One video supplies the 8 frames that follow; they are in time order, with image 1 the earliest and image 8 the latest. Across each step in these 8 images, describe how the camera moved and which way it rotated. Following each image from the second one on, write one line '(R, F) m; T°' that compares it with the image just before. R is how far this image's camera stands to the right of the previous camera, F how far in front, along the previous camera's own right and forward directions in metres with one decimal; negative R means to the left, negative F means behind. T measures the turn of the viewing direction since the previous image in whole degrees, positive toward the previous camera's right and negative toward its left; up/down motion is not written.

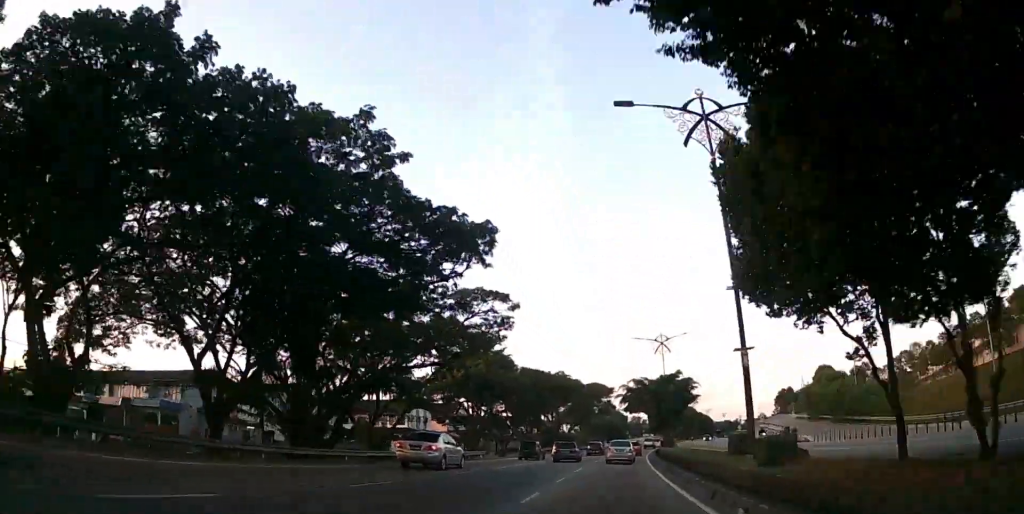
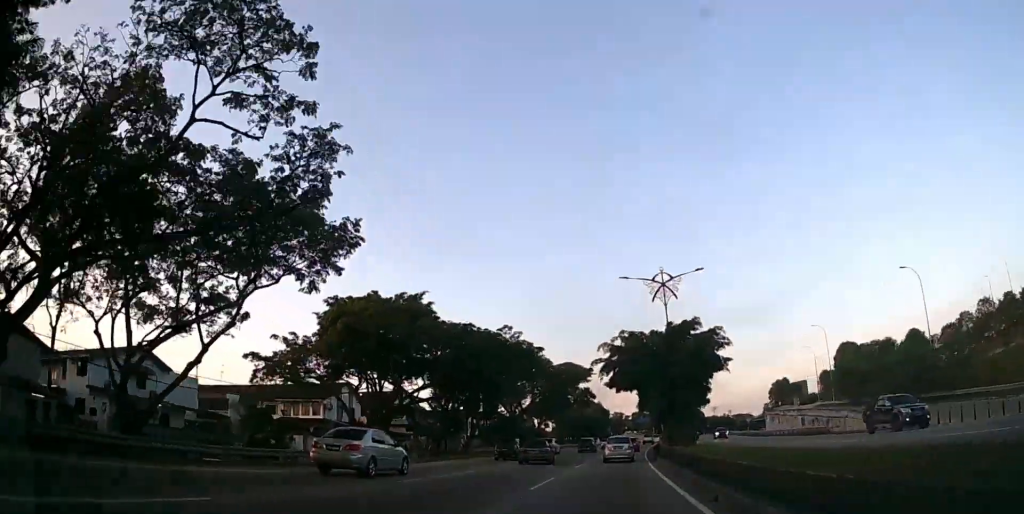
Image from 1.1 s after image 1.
(+0.3, +22.8) m; +2°
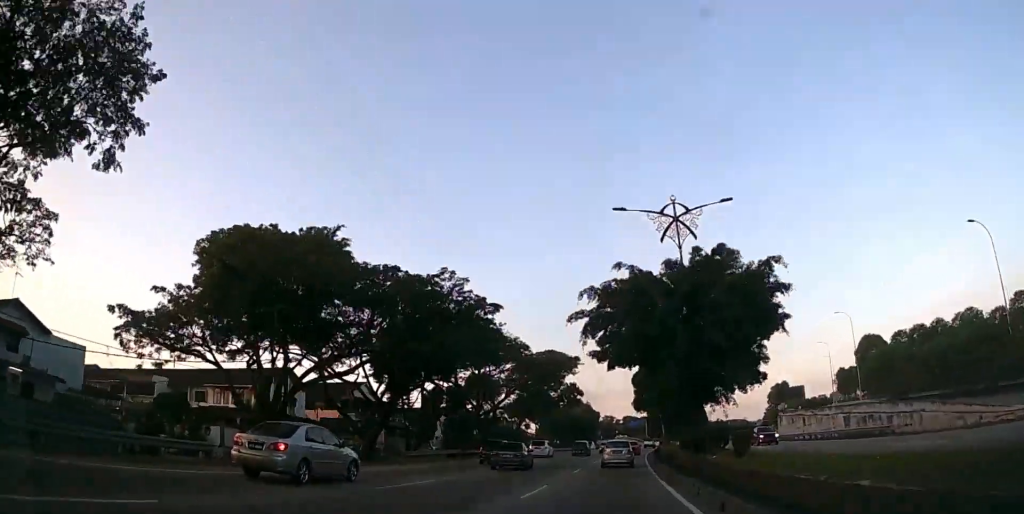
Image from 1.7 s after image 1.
(+0.2, +13.5) m; +2°
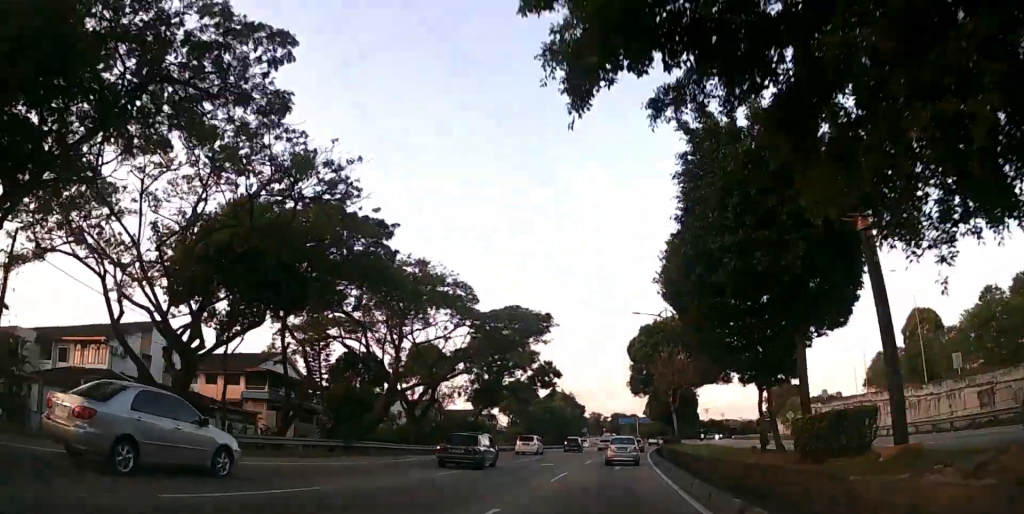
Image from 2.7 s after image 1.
(+0.4, +19.0) m; +2°
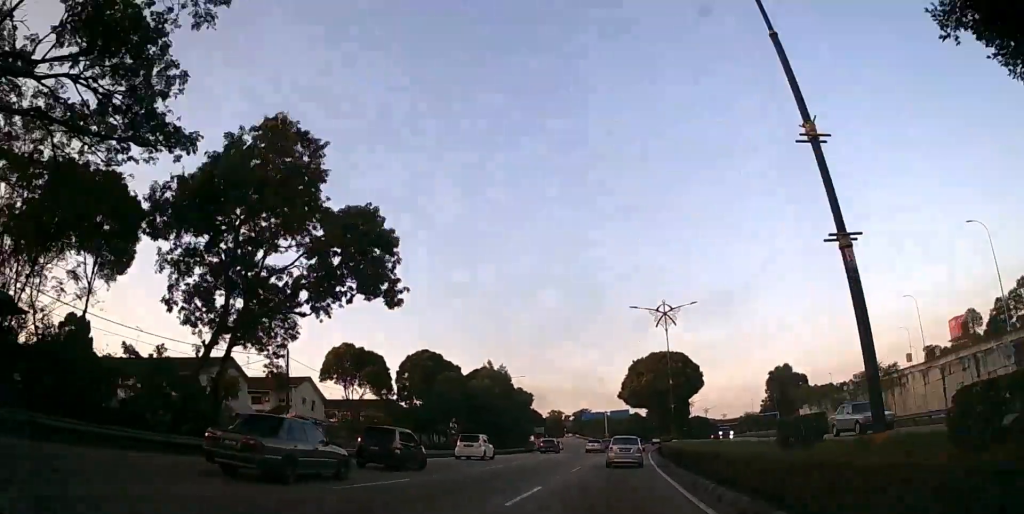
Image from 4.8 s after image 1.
(+1.3, +43.0) m; +3°
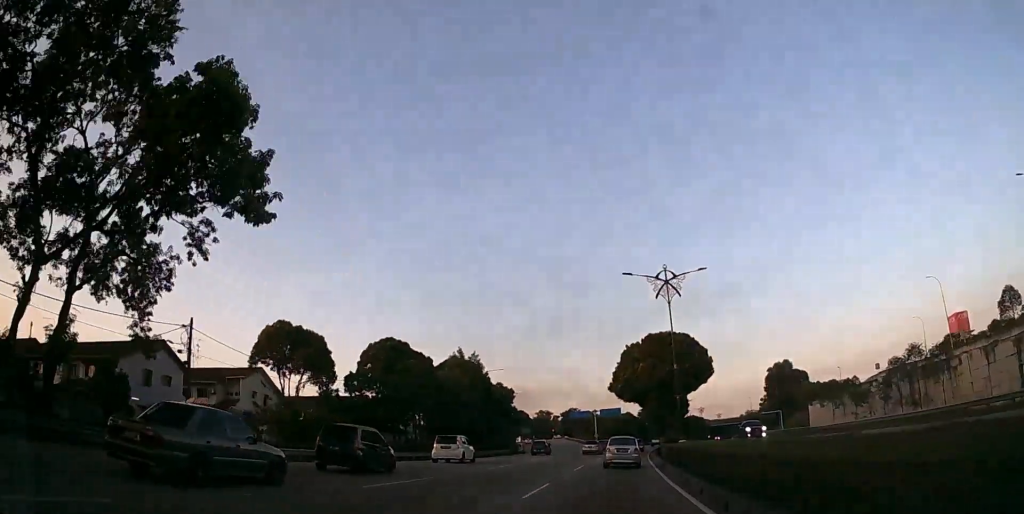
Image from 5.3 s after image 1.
(+0.1, +10.7) m; +1°
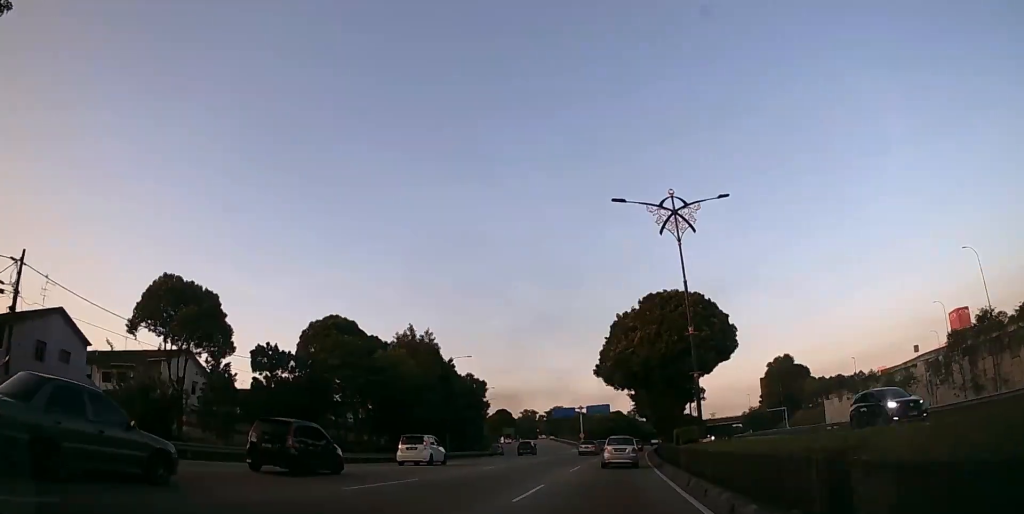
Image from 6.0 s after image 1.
(0.0, +12.2) m; +1°
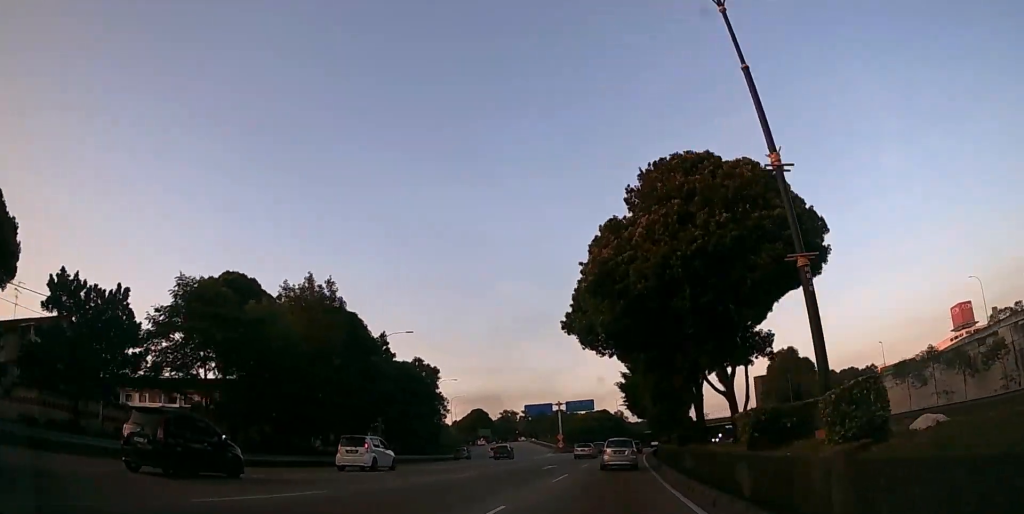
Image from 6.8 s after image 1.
(+0.4, +17.2) m; +2°
